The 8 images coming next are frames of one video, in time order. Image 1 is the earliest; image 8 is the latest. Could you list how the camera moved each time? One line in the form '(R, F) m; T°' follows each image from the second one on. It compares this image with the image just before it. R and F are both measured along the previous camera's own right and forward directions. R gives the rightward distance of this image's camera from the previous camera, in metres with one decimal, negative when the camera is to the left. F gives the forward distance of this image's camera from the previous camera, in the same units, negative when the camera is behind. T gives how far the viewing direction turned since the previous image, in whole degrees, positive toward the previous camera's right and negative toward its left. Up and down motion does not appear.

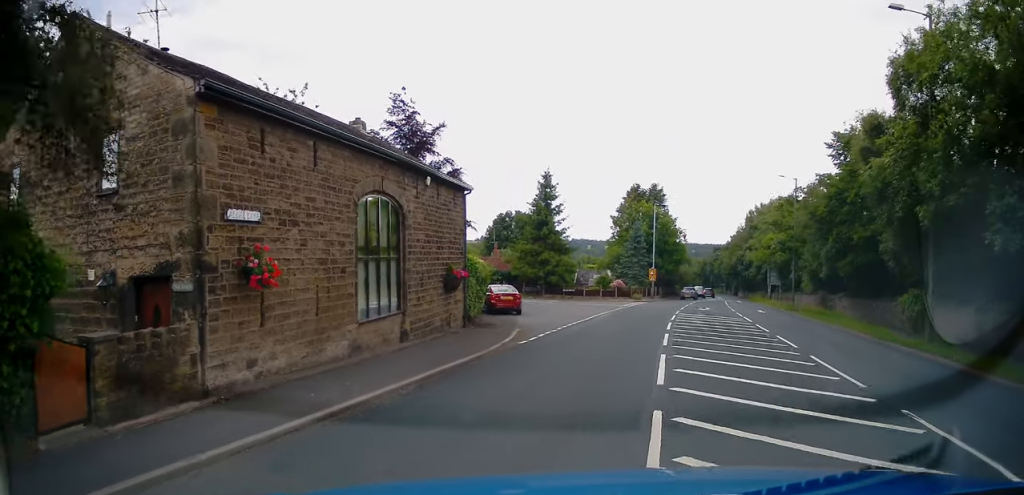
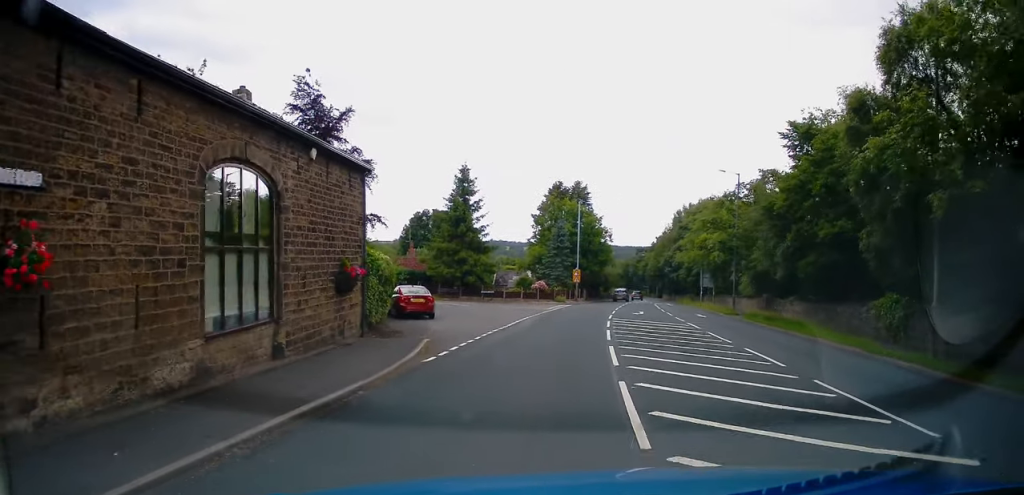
(+0.6, +3.3) m; +6°
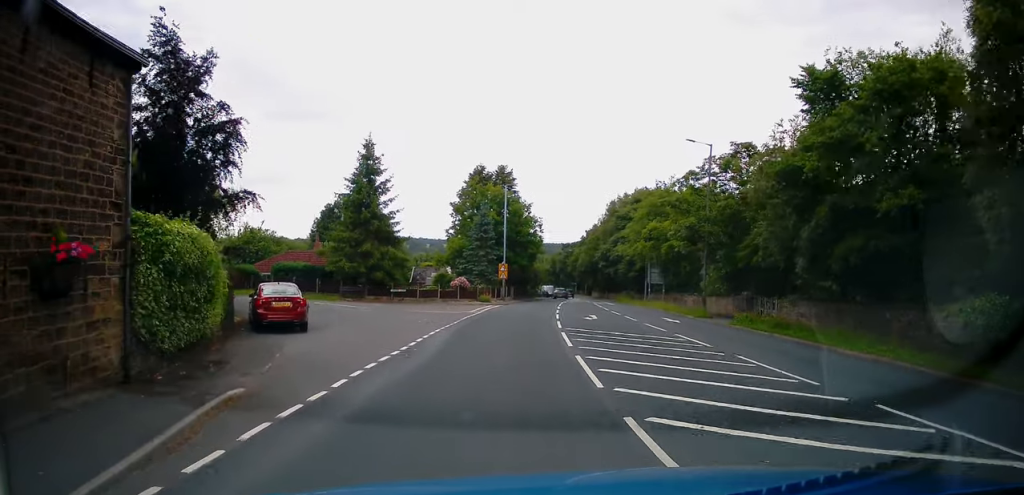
(+0.4, +8.2) m; +5°
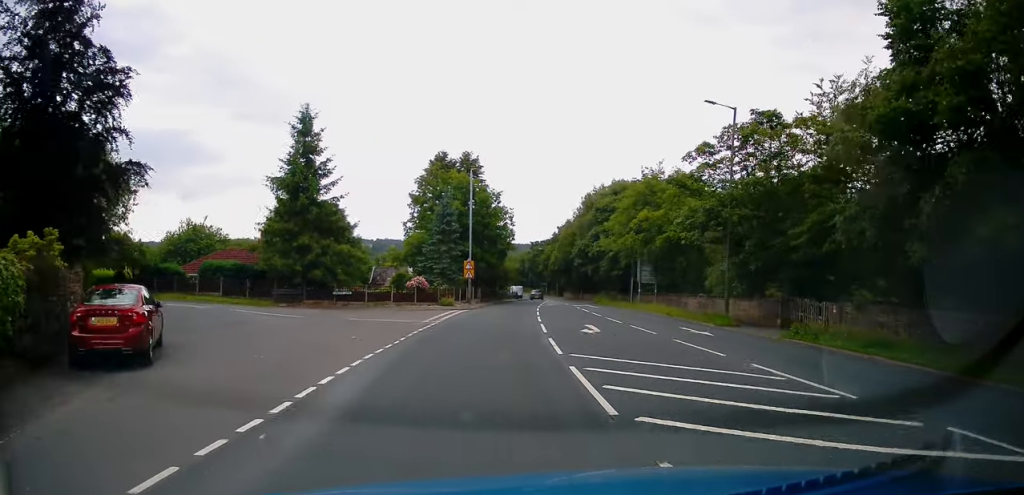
(+0.3, +7.8) m; +4°
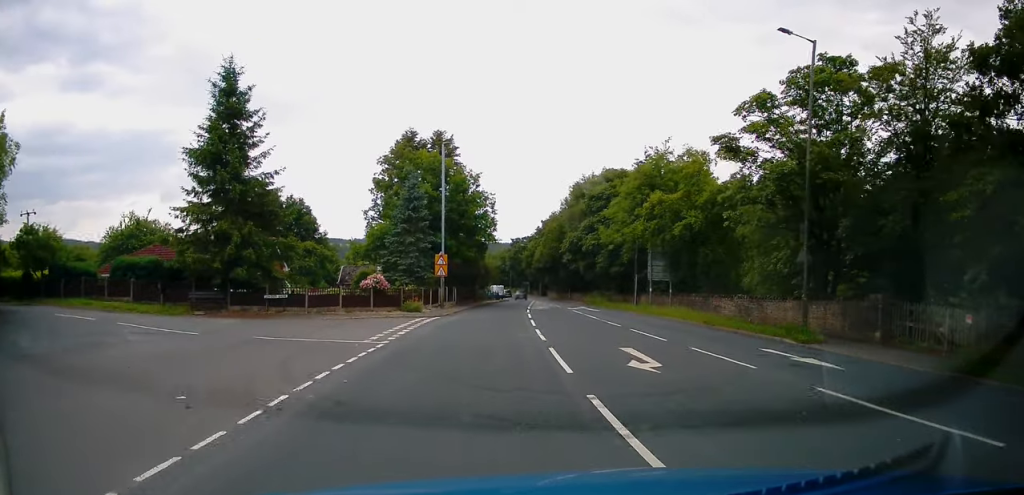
(+0.3, +8.6) m; +1°
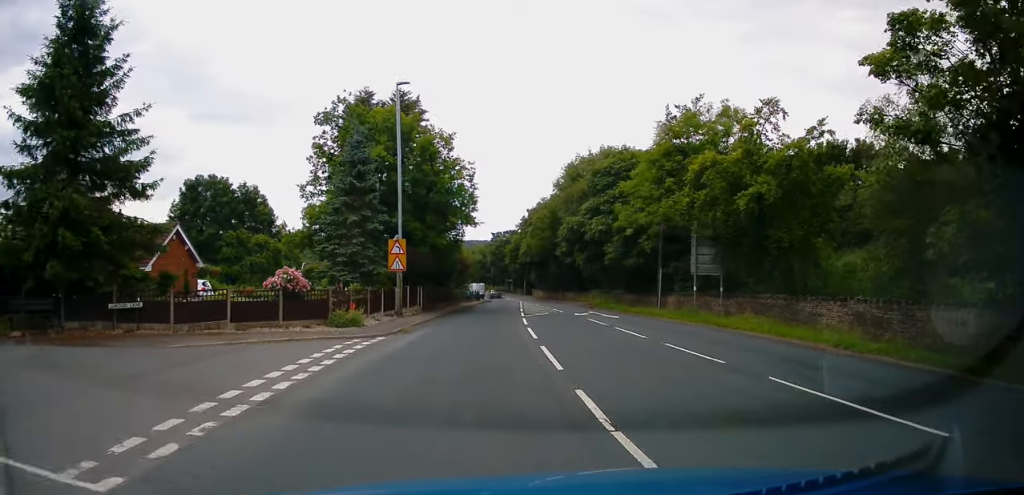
(-0.2, +11.8) m; +1°
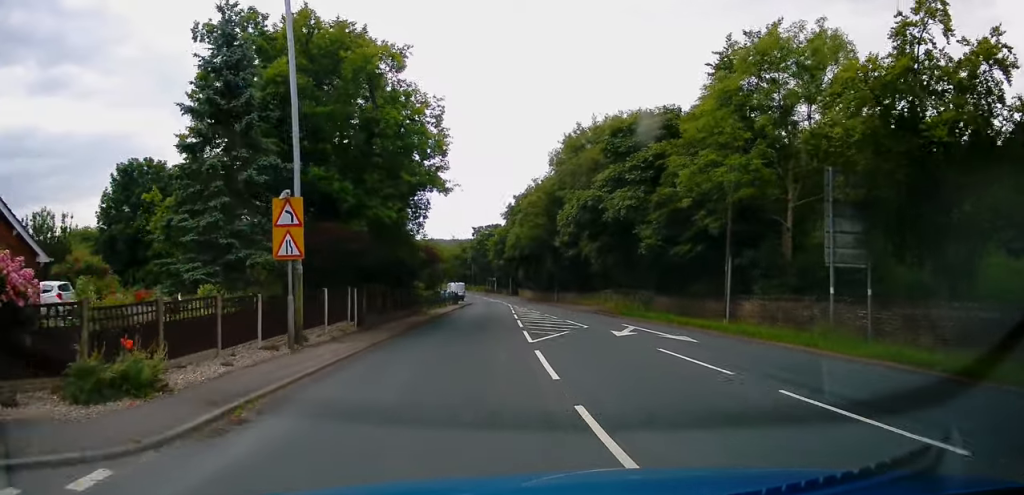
(+0.6, +12.4) m; +3°
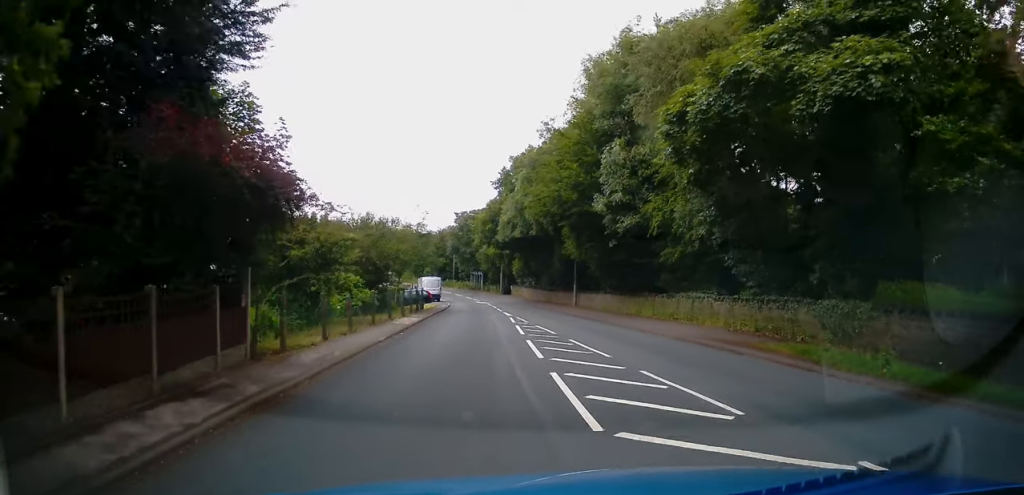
(+0.6, +20.2) m; +2°
